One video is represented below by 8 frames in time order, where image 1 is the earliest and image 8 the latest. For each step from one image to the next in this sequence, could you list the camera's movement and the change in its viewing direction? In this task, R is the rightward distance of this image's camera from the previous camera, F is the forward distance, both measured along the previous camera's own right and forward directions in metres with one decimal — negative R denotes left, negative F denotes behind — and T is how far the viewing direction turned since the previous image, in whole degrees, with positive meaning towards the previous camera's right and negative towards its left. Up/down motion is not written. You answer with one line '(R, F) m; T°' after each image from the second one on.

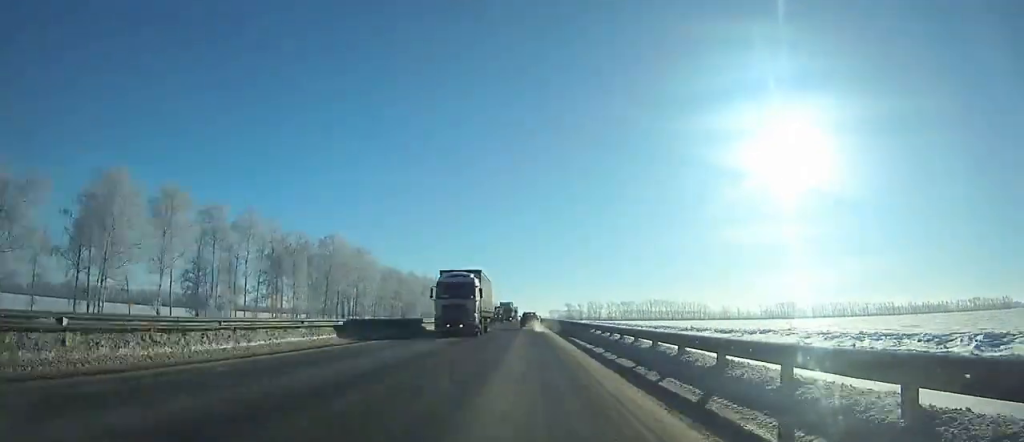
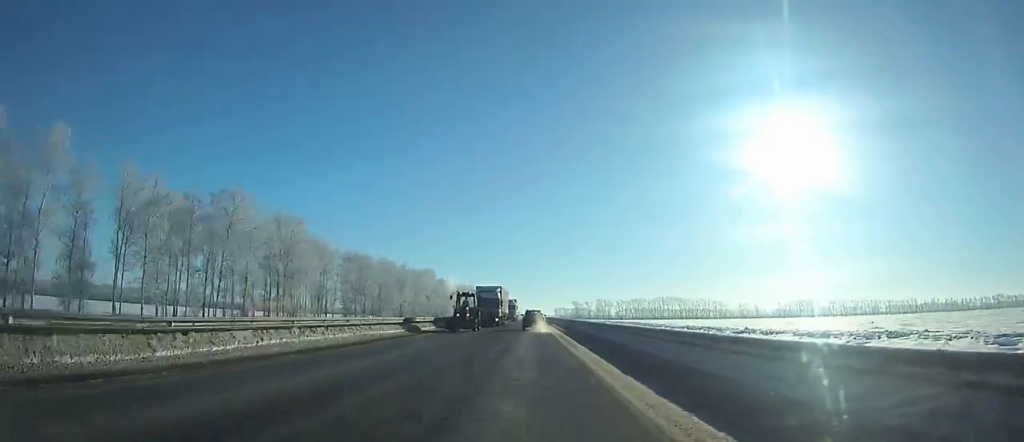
(-0.2, +36.1) m; 0°
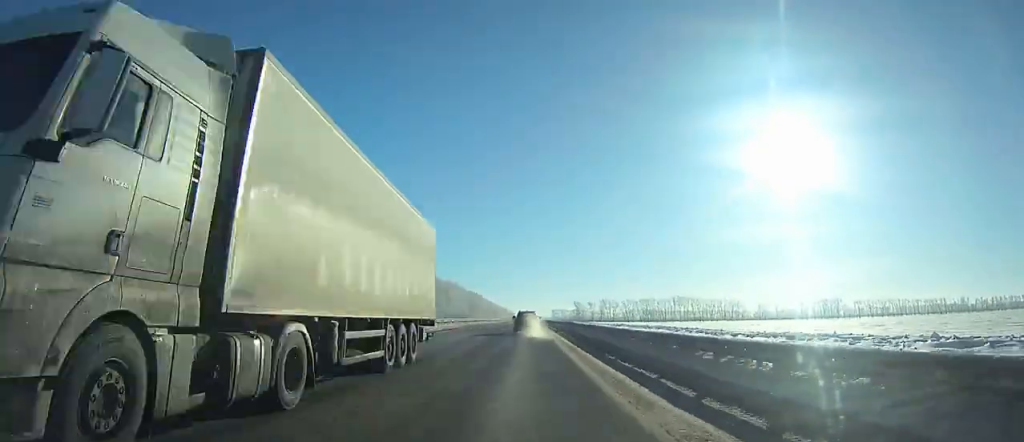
(-0.2, +58.5) m; 0°
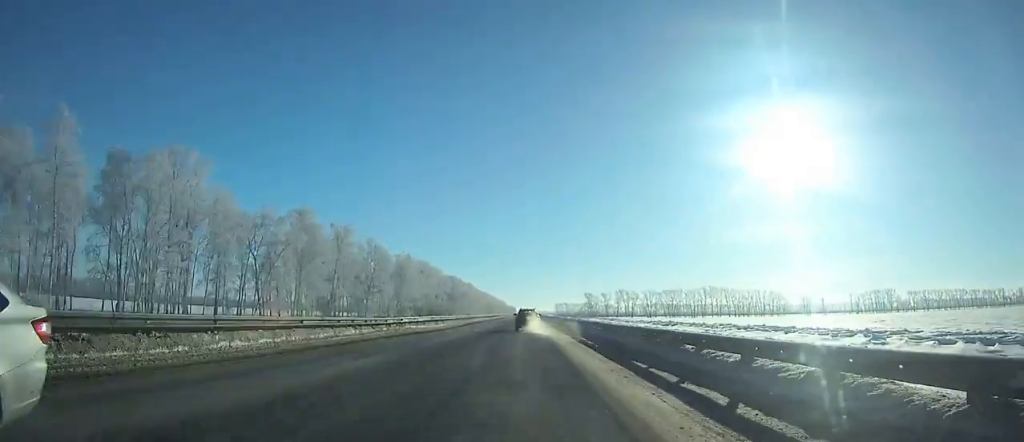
(-0.1, +89.2) m; 0°
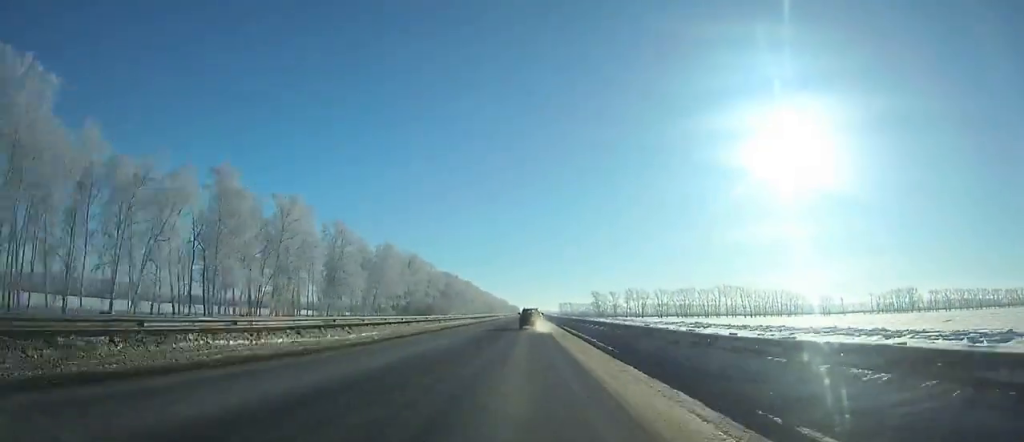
(-0.1, +26.9) m; 0°
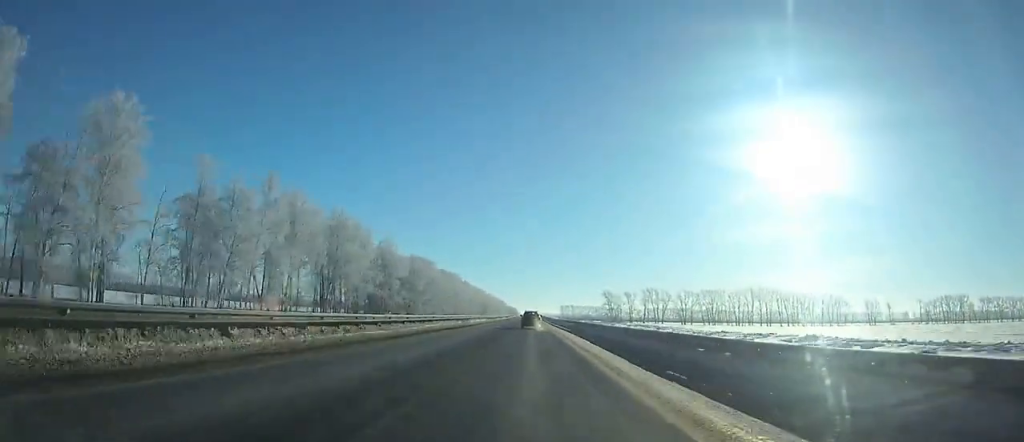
(0.0, +64.7) m; 0°
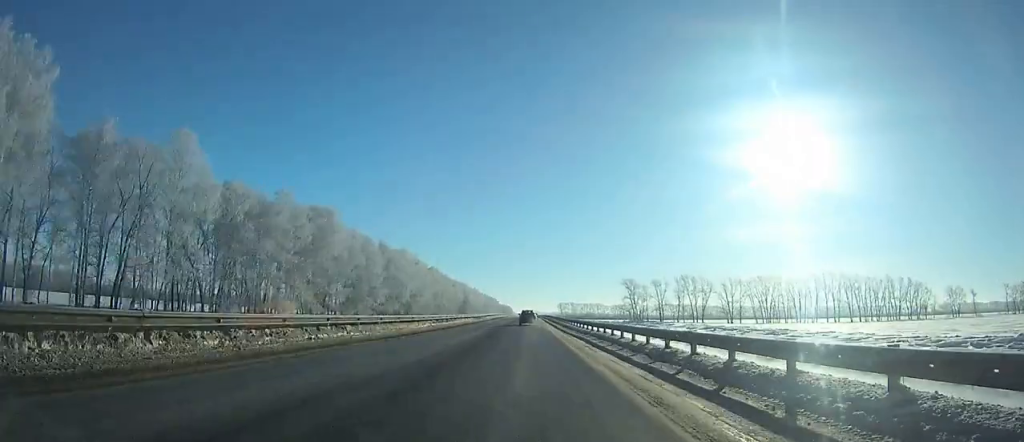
(+0.3, +86.4) m; 0°
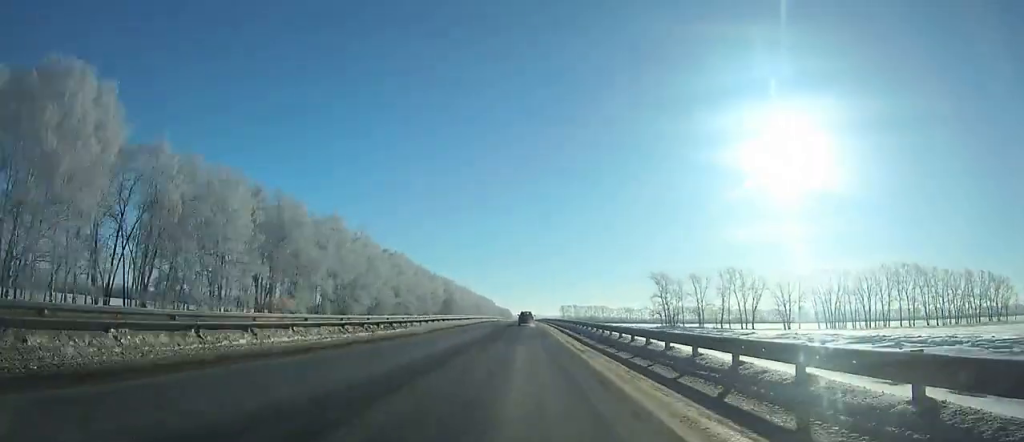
(-0.1, +57.5) m; 0°
